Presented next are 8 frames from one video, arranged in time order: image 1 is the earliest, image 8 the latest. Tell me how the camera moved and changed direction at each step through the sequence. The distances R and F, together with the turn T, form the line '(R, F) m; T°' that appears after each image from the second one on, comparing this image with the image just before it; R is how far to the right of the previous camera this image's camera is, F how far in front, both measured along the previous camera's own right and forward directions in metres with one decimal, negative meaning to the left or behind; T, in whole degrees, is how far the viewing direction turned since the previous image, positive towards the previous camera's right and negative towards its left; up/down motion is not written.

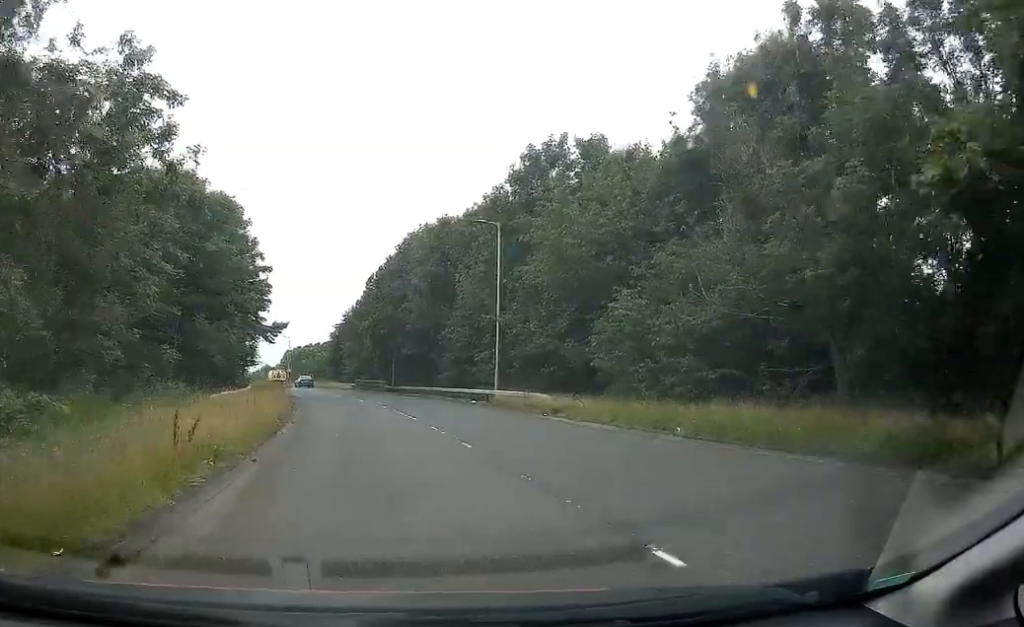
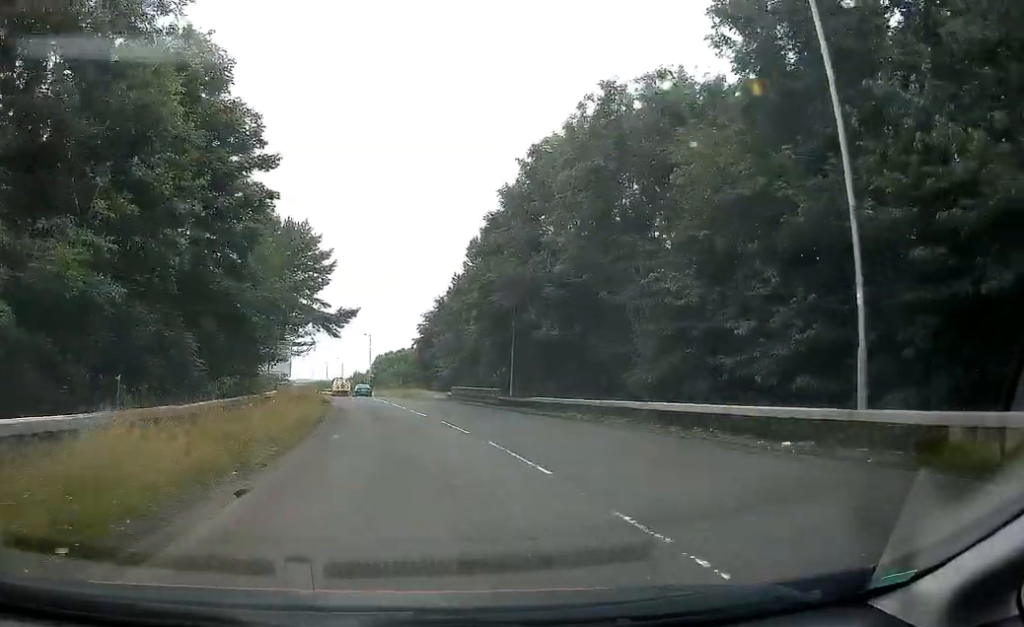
(-1.8, +22.6) m; -7°
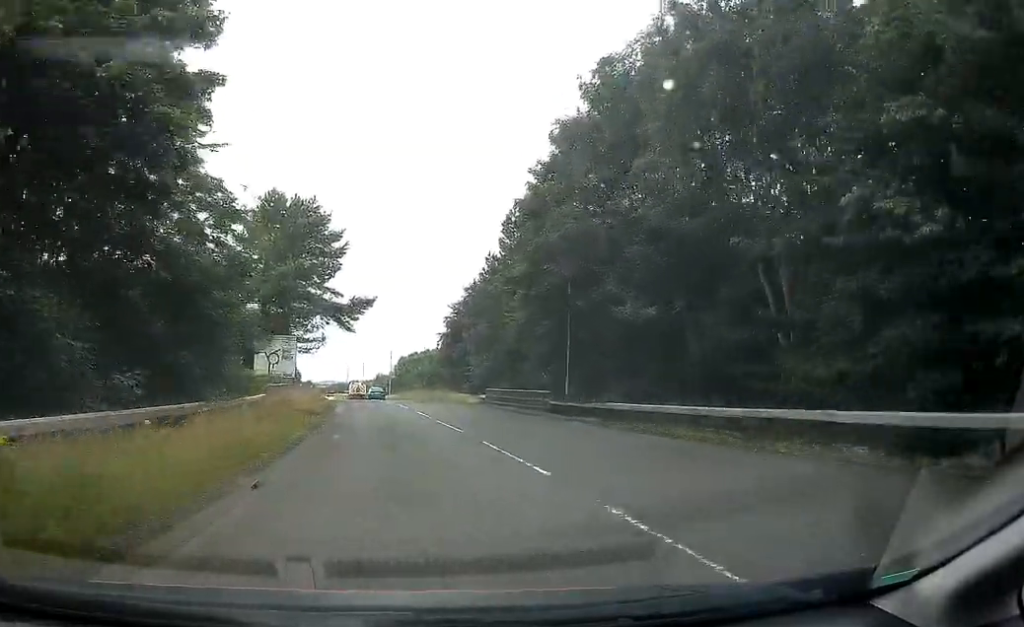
(-0.1, +8.8) m; -1°
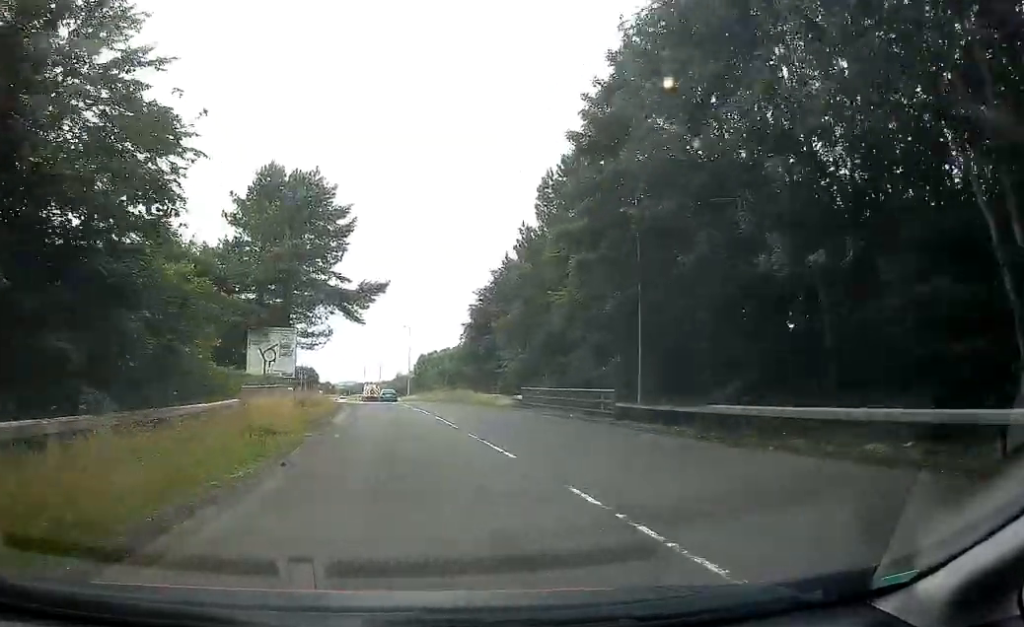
(-0.1, +7.0) m; -1°
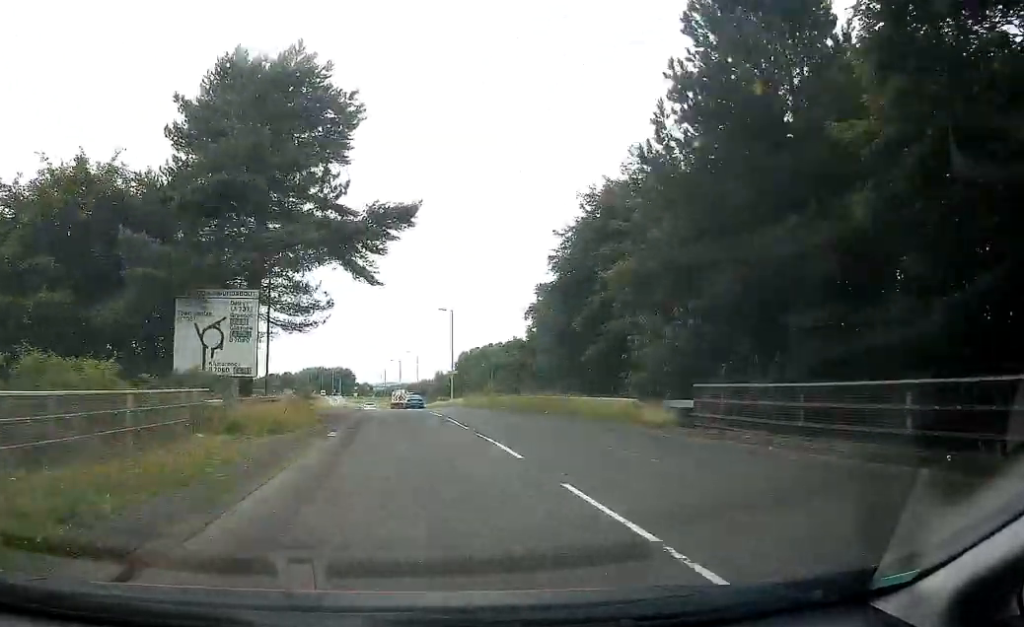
(-0.2, +18.5) m; -2°
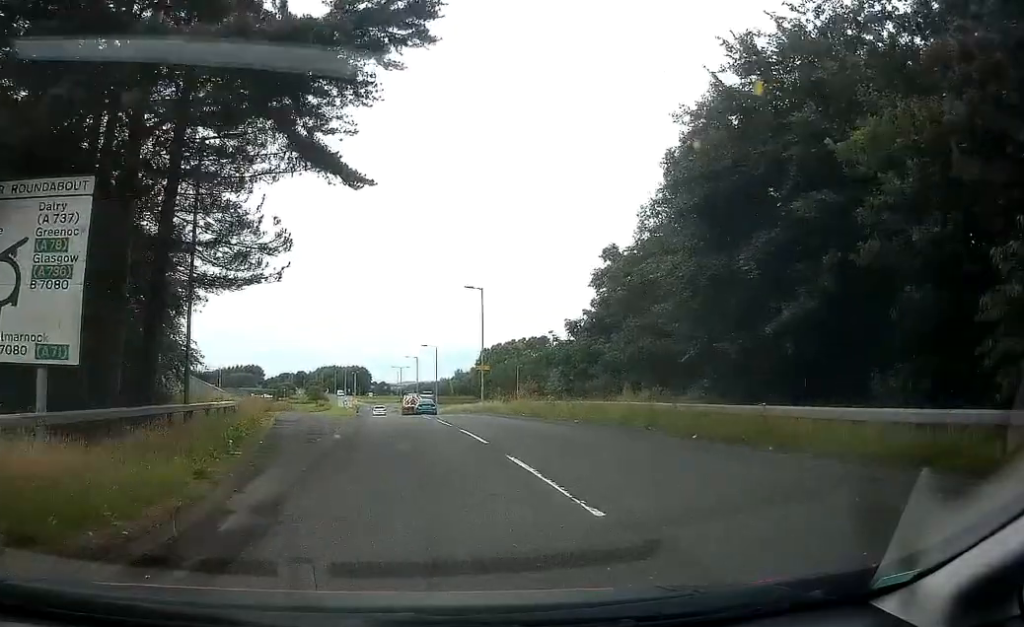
(-0.3, +13.4) m; -5°
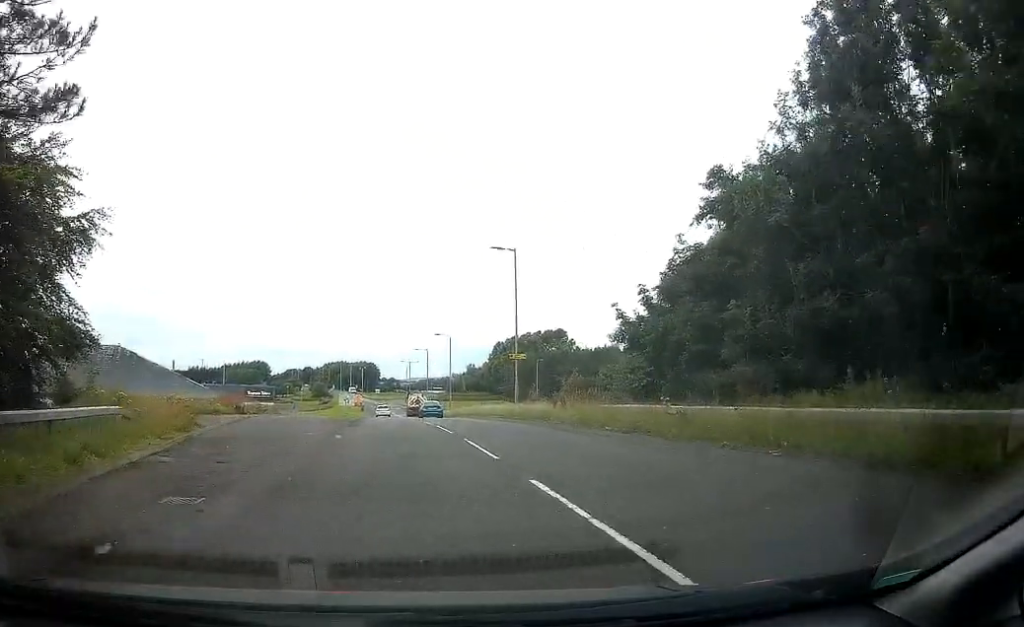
(-0.8, +12.5) m; -3°
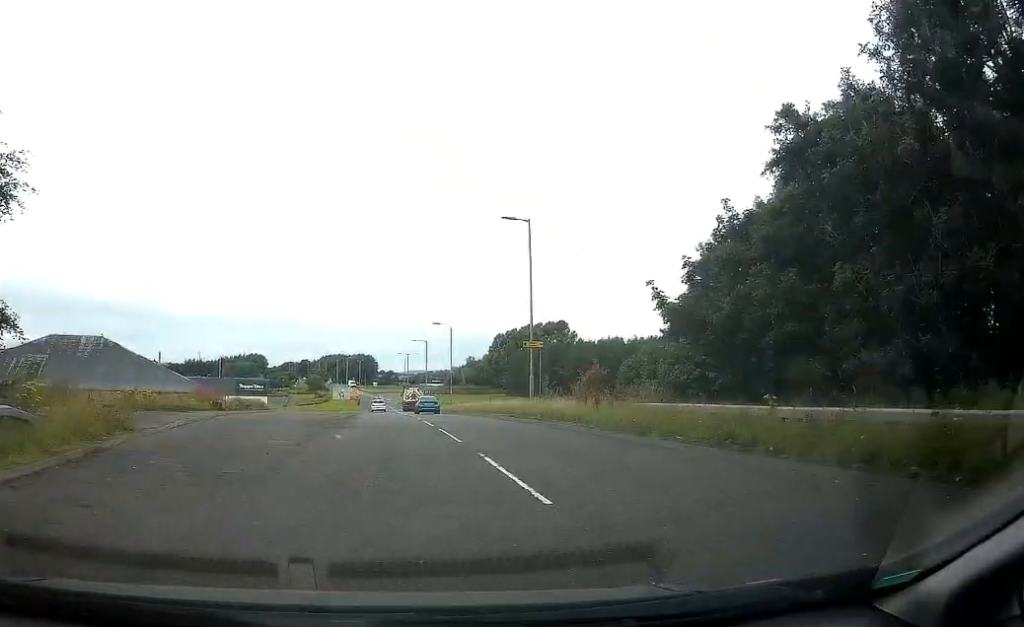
(0.0, +5.3) m; 0°
